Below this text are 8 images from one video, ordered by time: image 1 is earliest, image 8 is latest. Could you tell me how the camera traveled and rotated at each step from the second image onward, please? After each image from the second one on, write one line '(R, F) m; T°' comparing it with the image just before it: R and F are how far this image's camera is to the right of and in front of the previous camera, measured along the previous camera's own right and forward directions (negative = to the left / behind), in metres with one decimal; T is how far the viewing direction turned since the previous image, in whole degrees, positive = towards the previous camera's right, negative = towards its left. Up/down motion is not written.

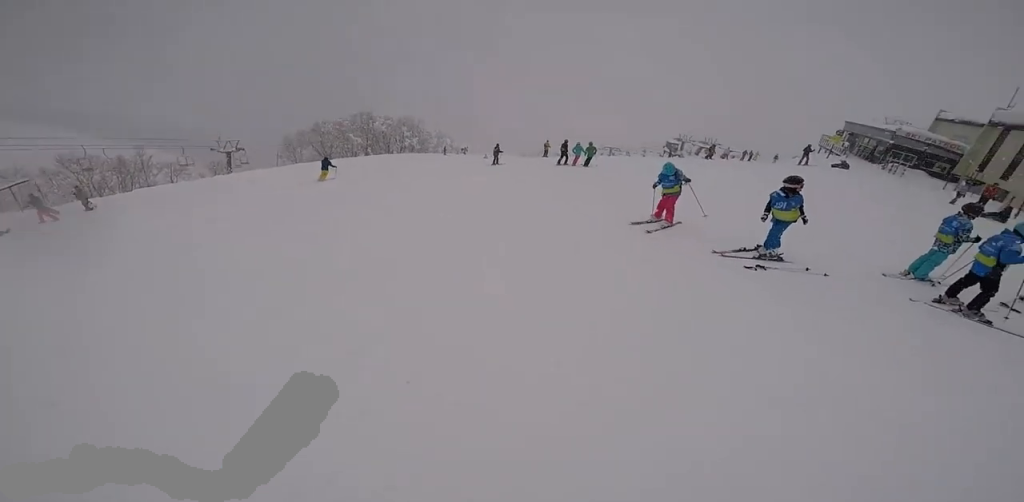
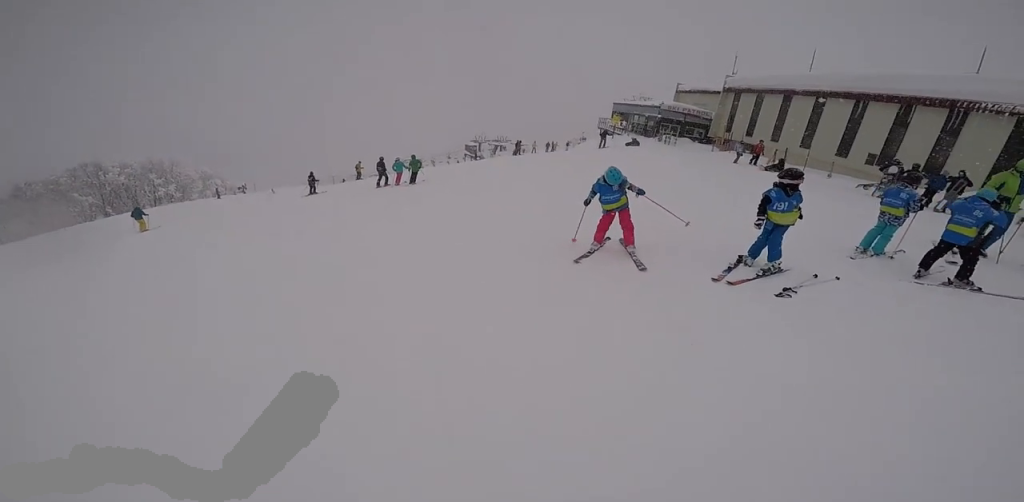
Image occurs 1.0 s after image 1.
(+0.5, +3.1) m; +11°
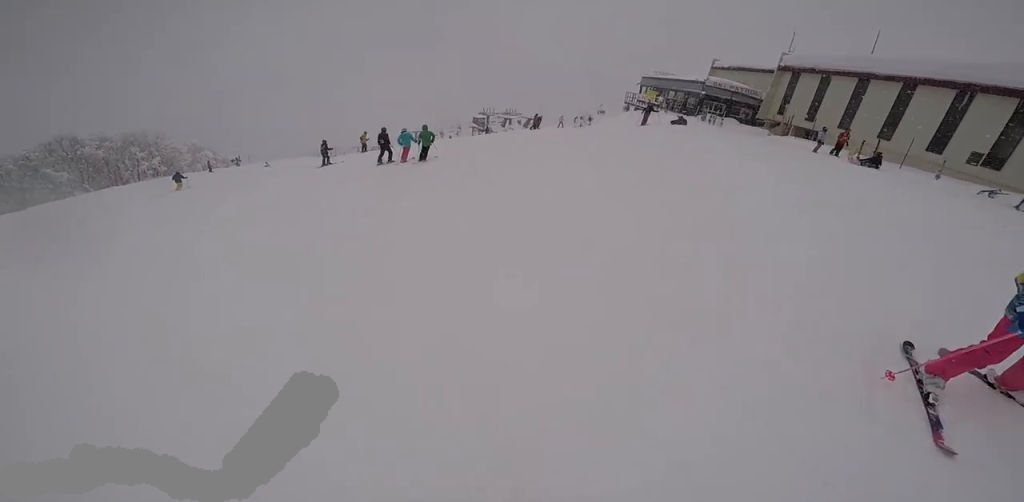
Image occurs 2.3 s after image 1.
(-0.1, +4.3) m; -7°
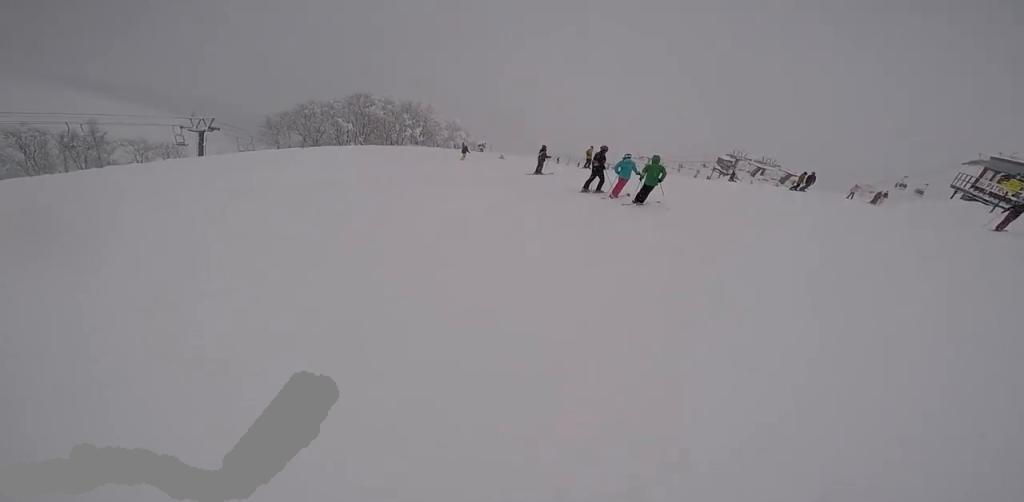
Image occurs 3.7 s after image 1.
(0.0, +4.5) m; -13°
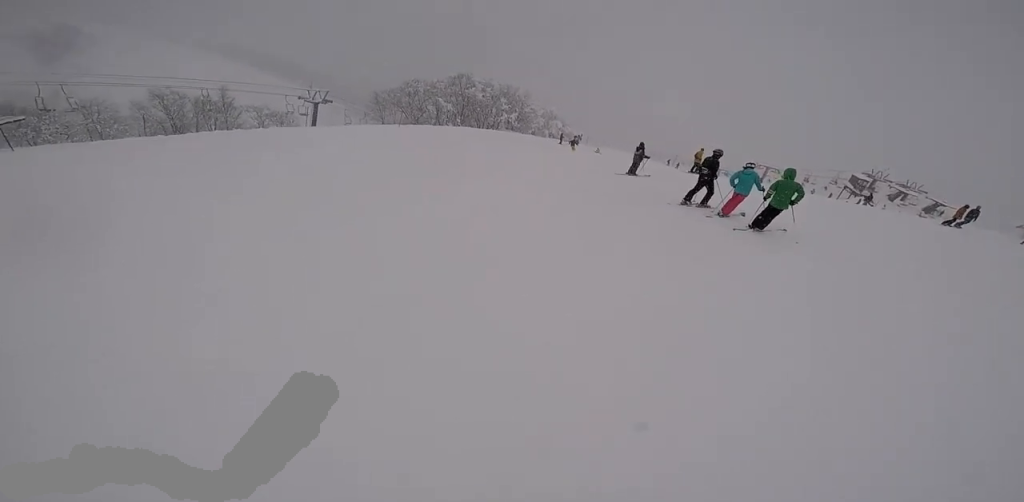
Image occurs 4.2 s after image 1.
(+0.3, +1.5) m; -11°
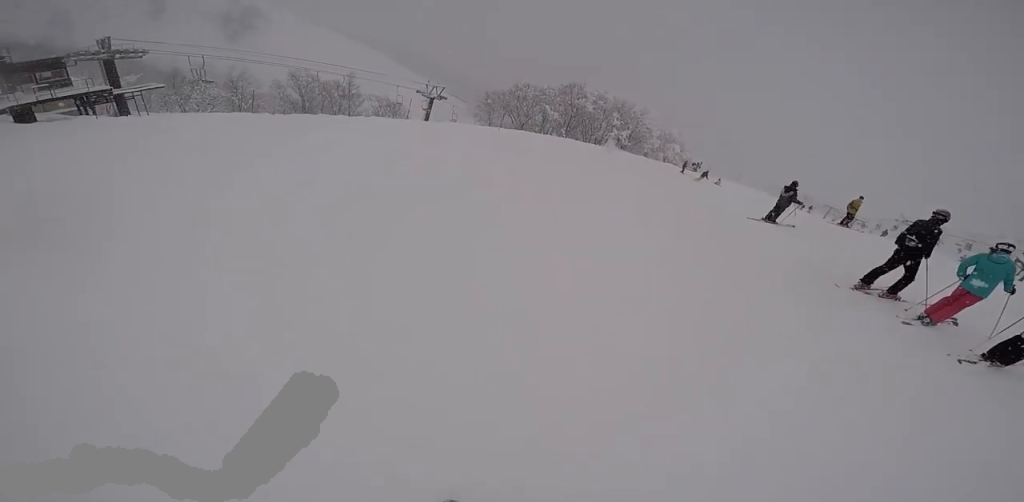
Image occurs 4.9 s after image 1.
(-1.3, +2.9) m; -7°
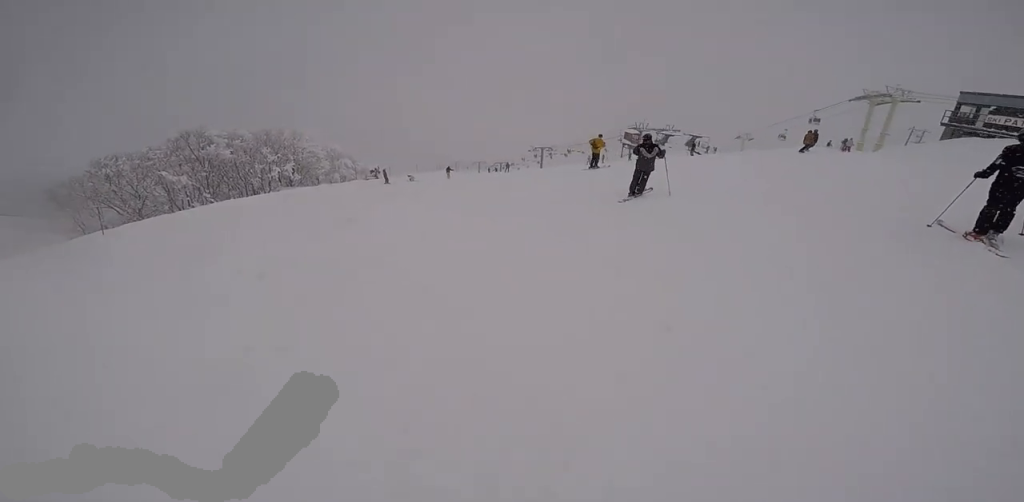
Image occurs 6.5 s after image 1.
(+1.5, +6.3) m; +21°
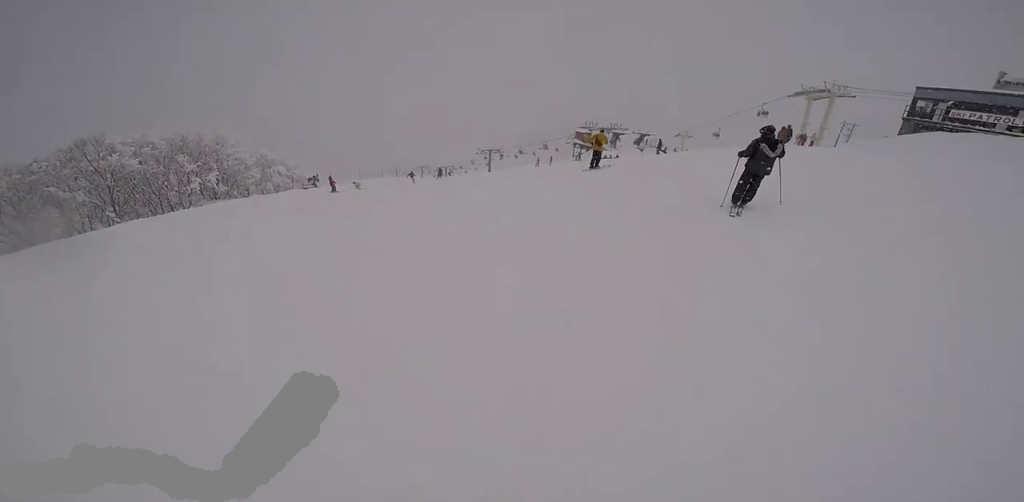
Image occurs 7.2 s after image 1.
(+0.1, +3.4) m; +8°
